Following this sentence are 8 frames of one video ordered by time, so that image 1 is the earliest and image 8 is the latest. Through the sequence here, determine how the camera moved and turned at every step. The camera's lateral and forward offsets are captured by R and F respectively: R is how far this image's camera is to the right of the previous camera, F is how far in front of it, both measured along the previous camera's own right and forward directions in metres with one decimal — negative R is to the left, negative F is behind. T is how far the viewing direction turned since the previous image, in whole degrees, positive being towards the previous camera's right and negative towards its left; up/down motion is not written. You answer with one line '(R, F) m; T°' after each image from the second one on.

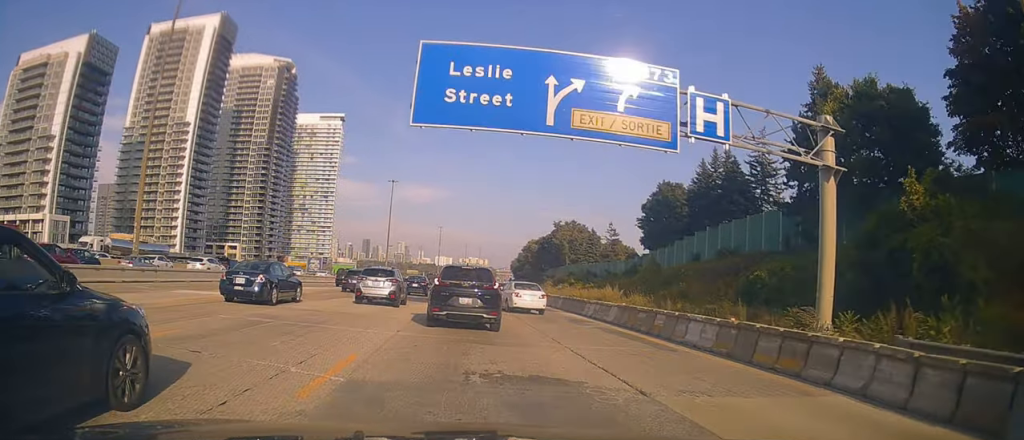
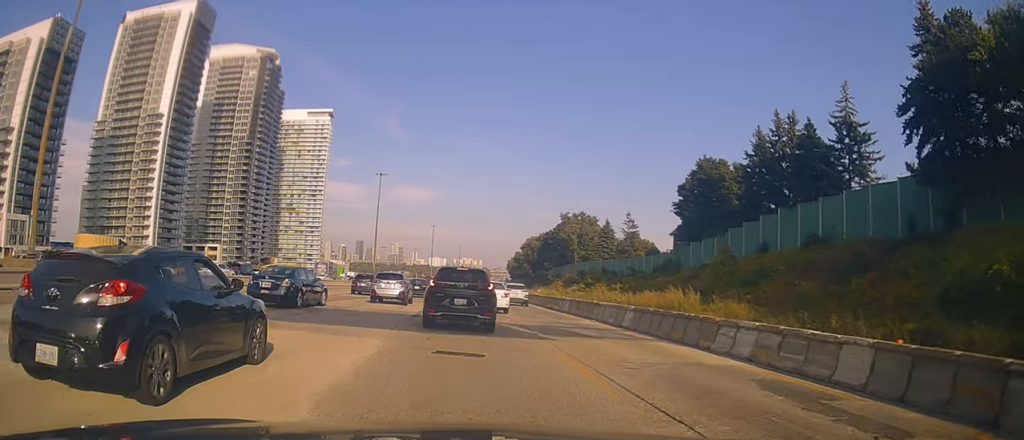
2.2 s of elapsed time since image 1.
(-0.8, +15.8) m; +2°
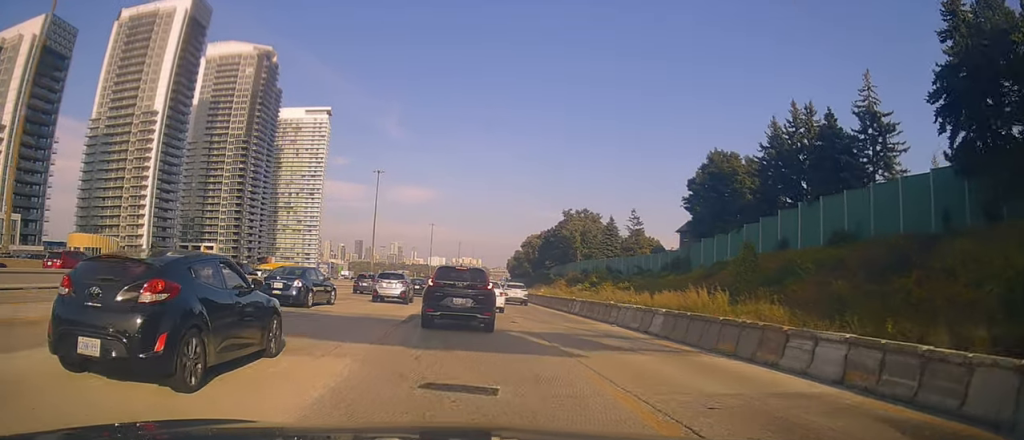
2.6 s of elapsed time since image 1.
(+0.1, +3.2) m; +1°
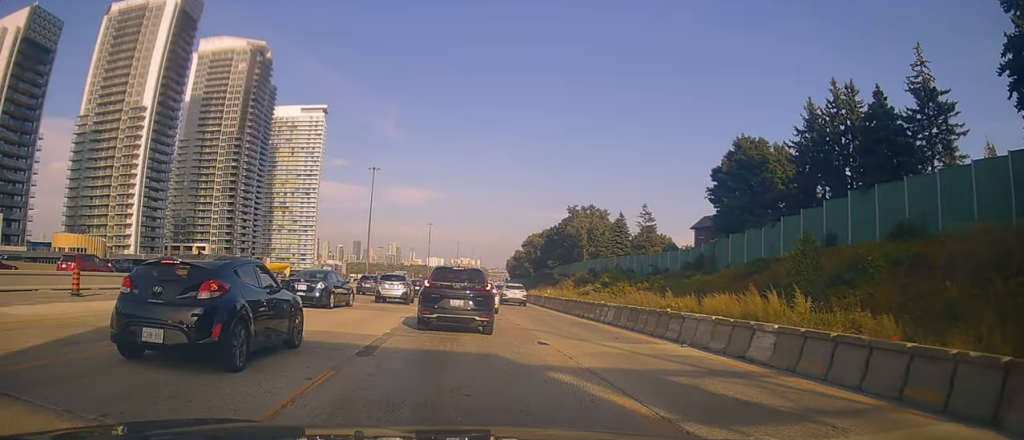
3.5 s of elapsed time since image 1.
(+0.3, +6.6) m; -4°
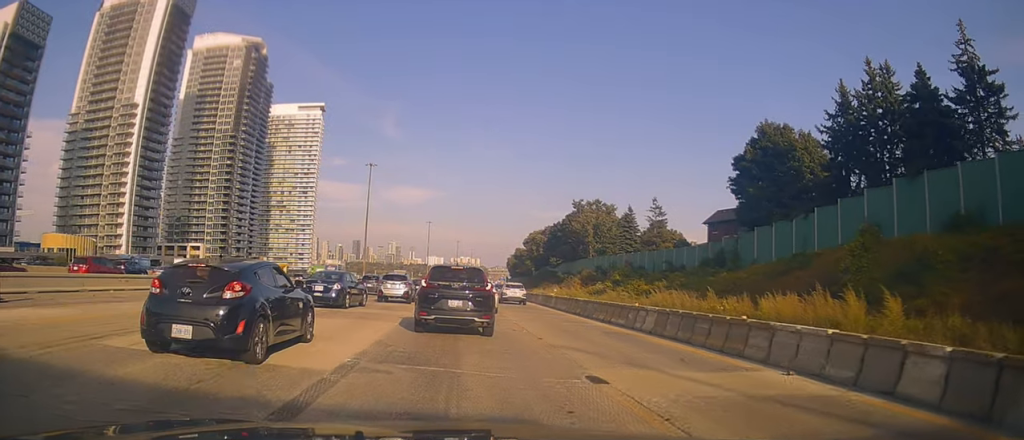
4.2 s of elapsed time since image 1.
(-0.7, +4.9) m; -2°
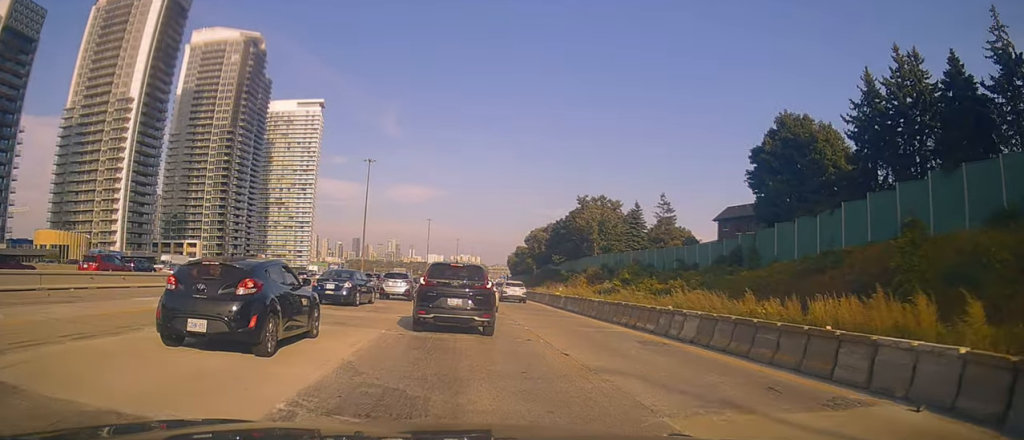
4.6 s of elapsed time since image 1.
(0.0, +3.4) m; 0°
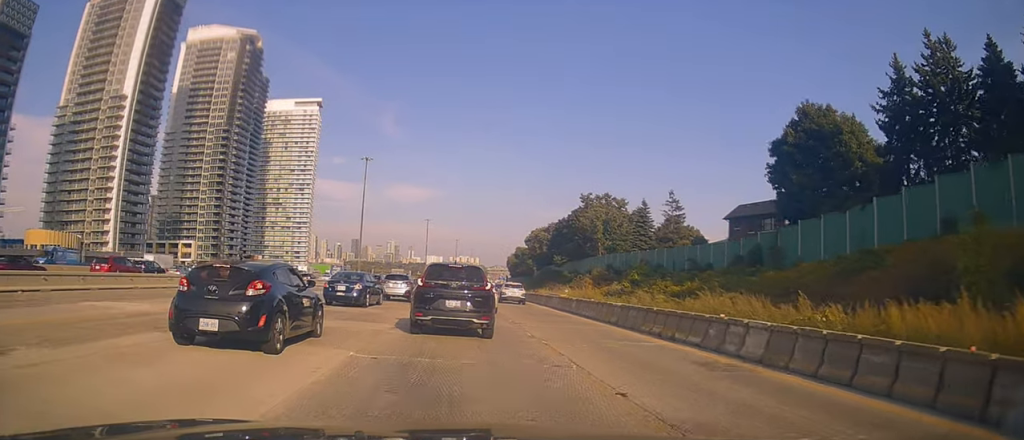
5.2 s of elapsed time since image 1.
(+0.2, +3.9) m; +2°
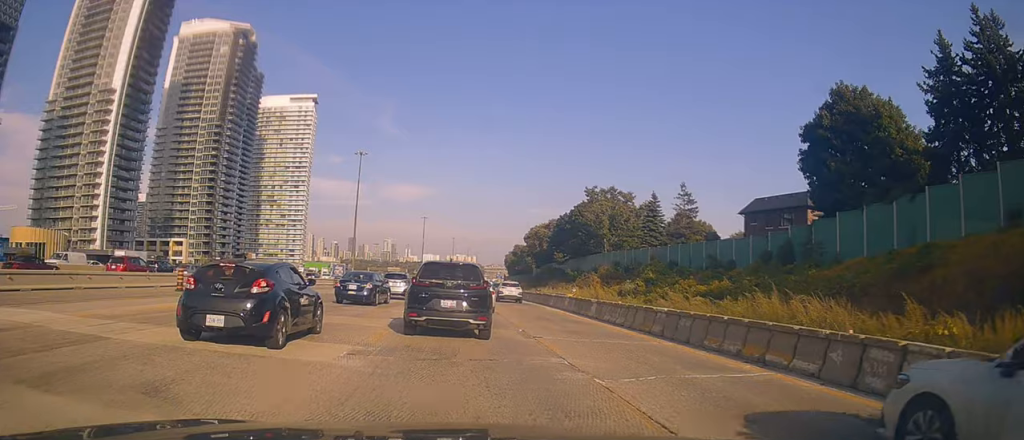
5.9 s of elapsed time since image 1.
(0.0, +5.4) m; 0°
